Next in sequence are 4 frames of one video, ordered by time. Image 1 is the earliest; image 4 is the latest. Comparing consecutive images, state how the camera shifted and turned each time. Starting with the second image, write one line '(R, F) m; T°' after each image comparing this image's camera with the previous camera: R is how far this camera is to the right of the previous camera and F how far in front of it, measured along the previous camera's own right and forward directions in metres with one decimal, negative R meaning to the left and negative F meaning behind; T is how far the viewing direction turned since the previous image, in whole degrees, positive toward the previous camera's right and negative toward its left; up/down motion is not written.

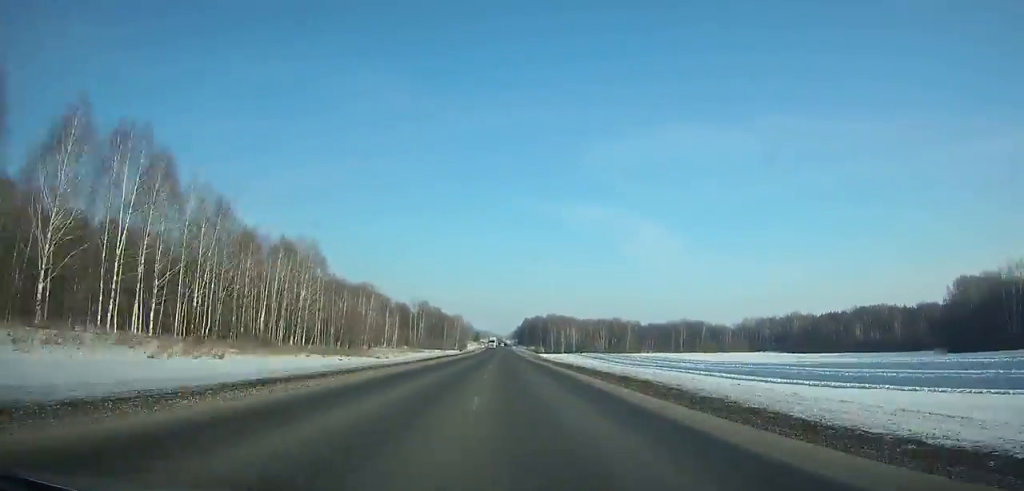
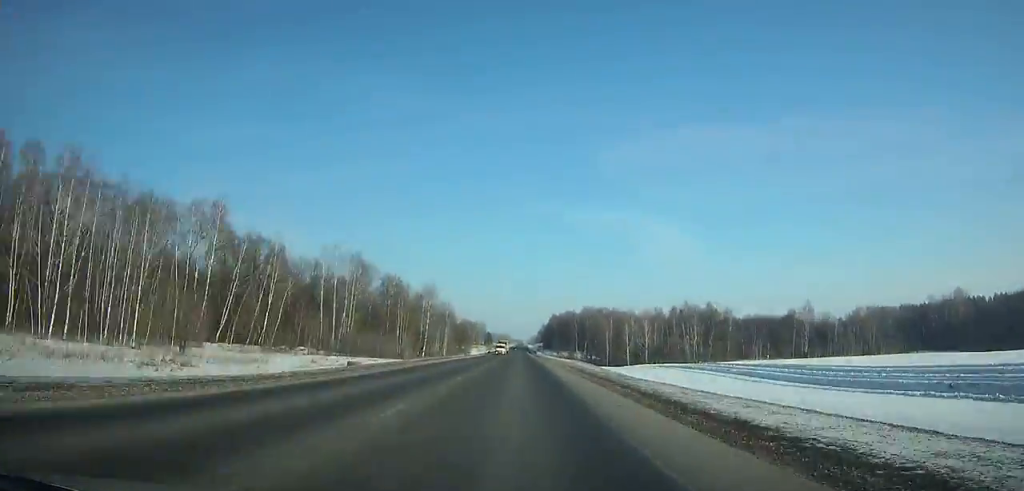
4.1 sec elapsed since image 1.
(-0.4, +136.0) m; -1°
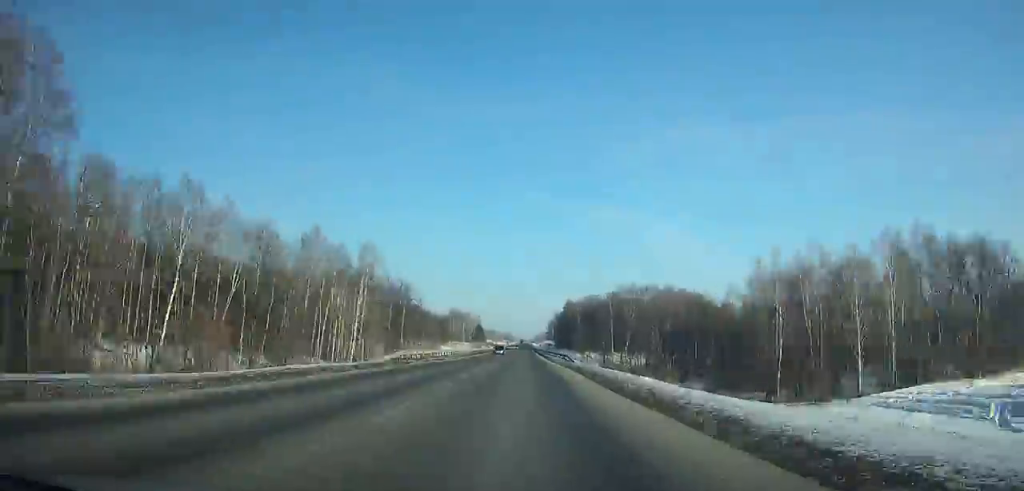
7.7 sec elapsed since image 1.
(-0.5, +118.8) m; 0°
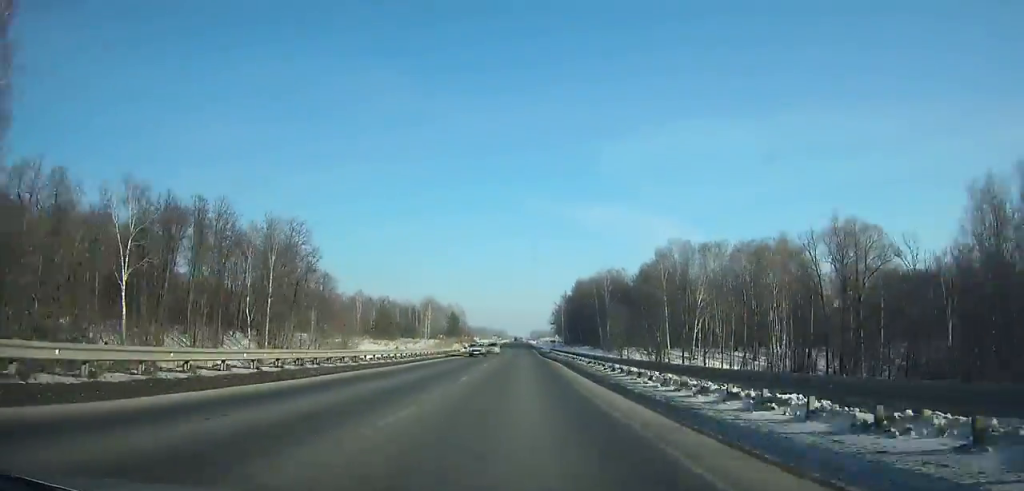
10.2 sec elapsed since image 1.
(+0.3, +80.9) m; 0°
